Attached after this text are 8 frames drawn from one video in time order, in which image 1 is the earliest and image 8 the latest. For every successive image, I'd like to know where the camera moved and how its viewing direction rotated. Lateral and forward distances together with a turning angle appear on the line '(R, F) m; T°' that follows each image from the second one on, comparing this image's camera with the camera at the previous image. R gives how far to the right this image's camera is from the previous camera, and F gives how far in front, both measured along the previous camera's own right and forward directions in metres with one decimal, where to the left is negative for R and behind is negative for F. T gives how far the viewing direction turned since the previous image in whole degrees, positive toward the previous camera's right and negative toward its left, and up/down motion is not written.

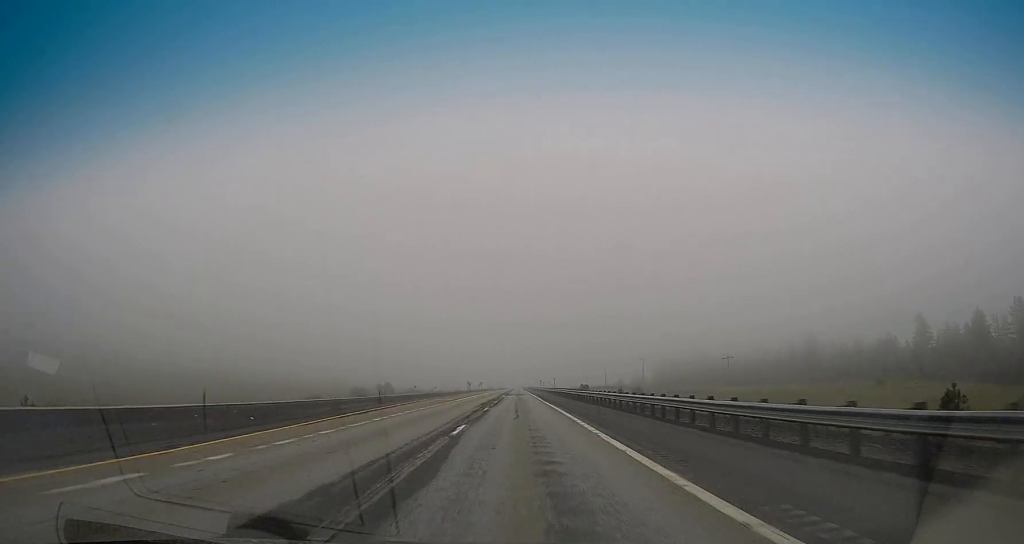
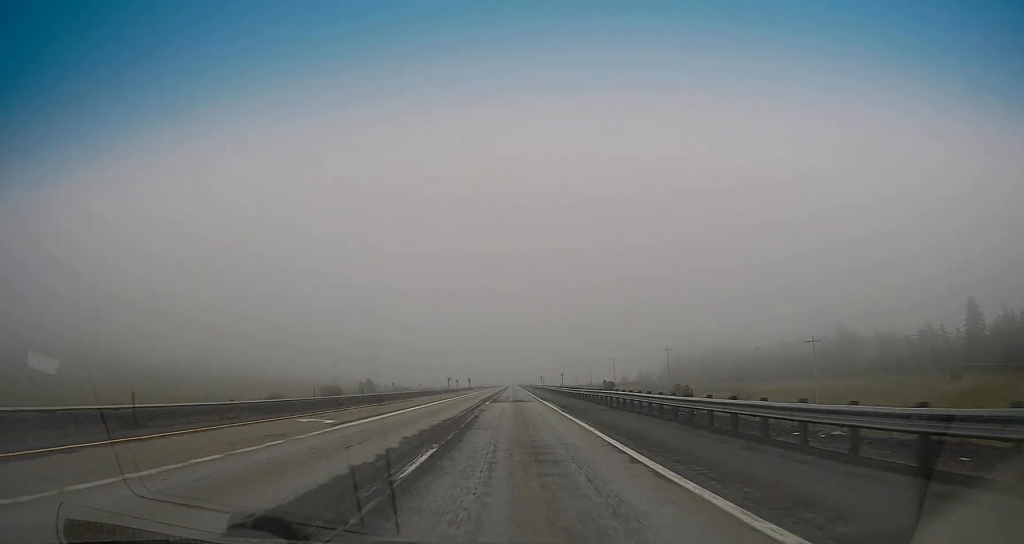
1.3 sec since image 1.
(-0.1, +38.4) m; 0°
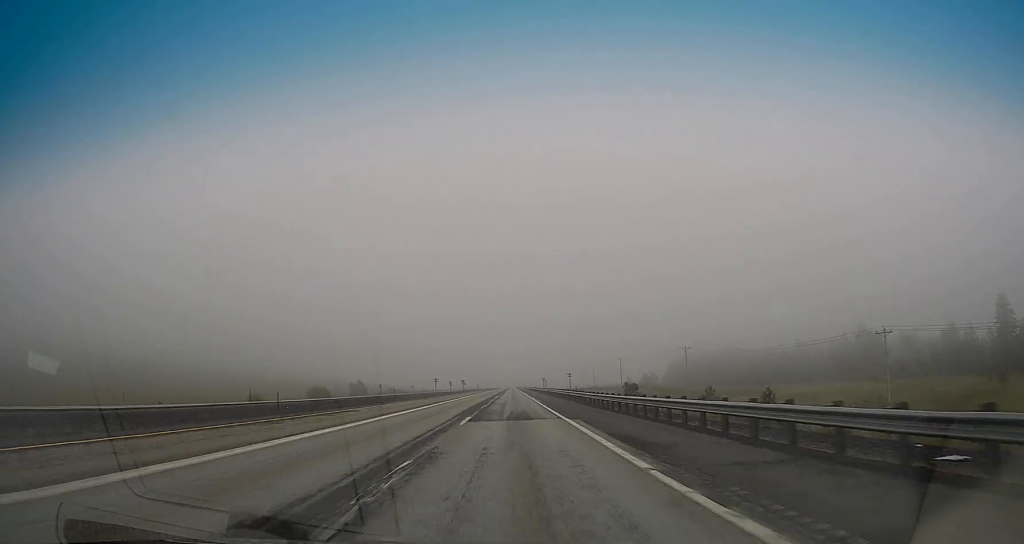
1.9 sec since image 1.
(0.0, +18.7) m; 0°
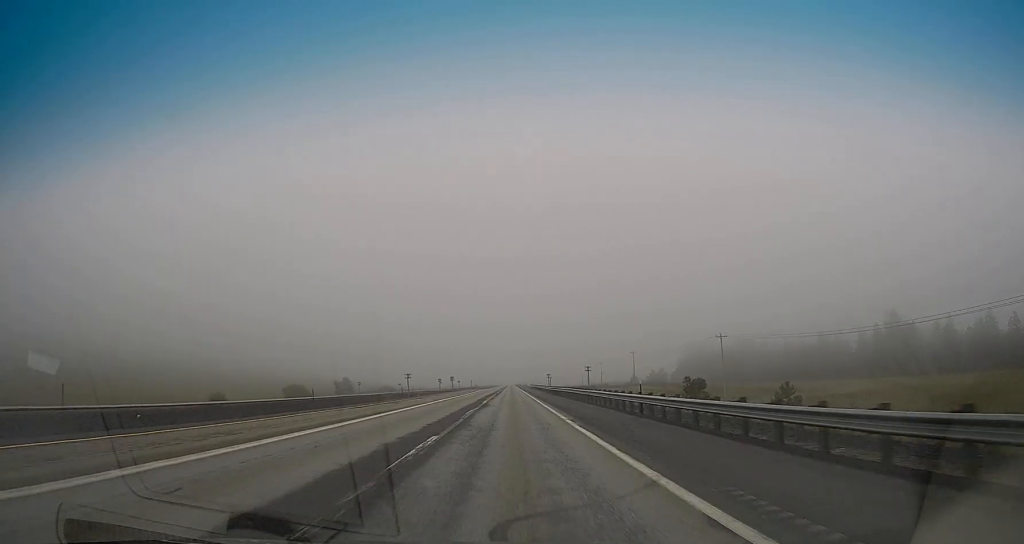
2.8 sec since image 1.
(+0.1, +26.6) m; 0°
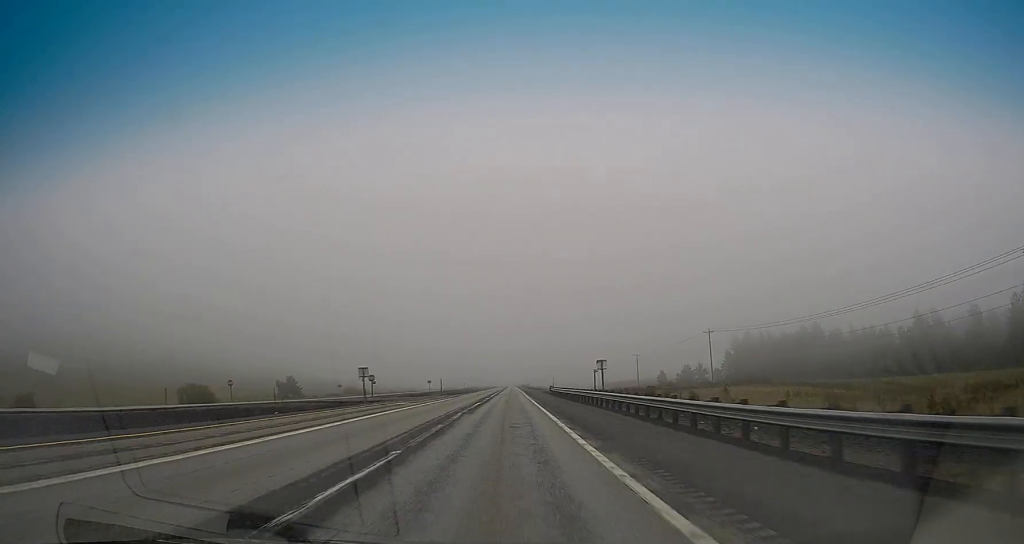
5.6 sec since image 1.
(+0.6, +81.7) m; +1°
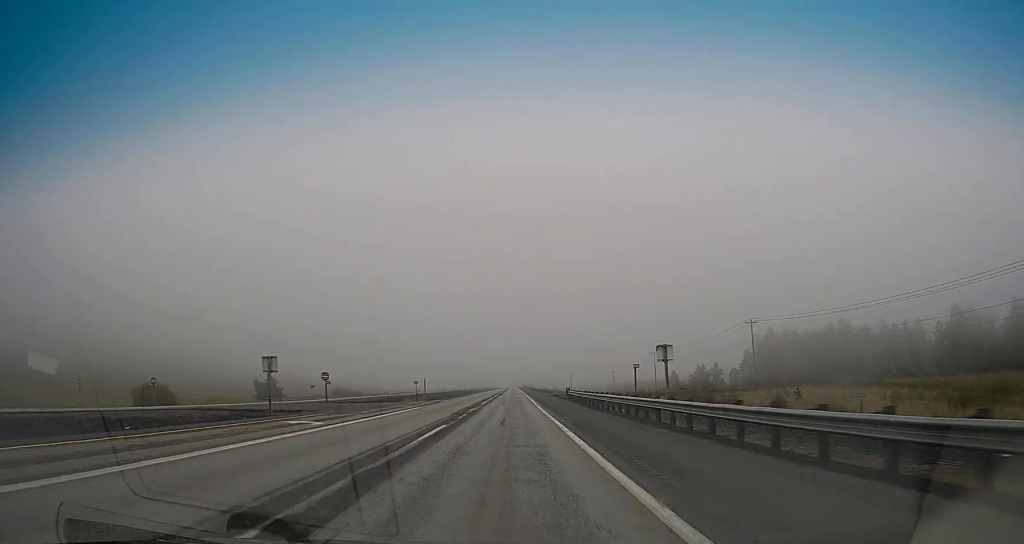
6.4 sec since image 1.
(-0.1, +22.7) m; -1°
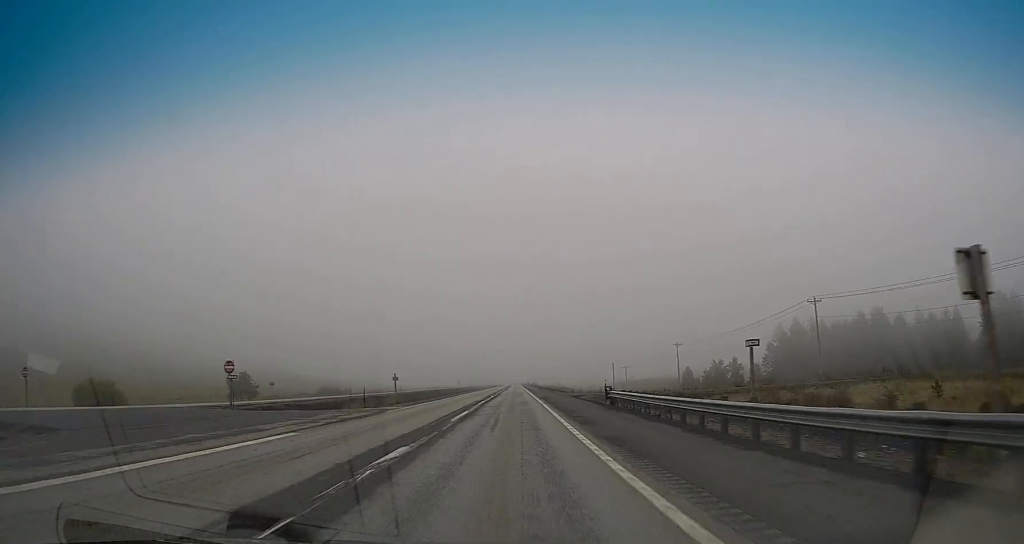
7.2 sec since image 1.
(-0.2, +23.6) m; 0°
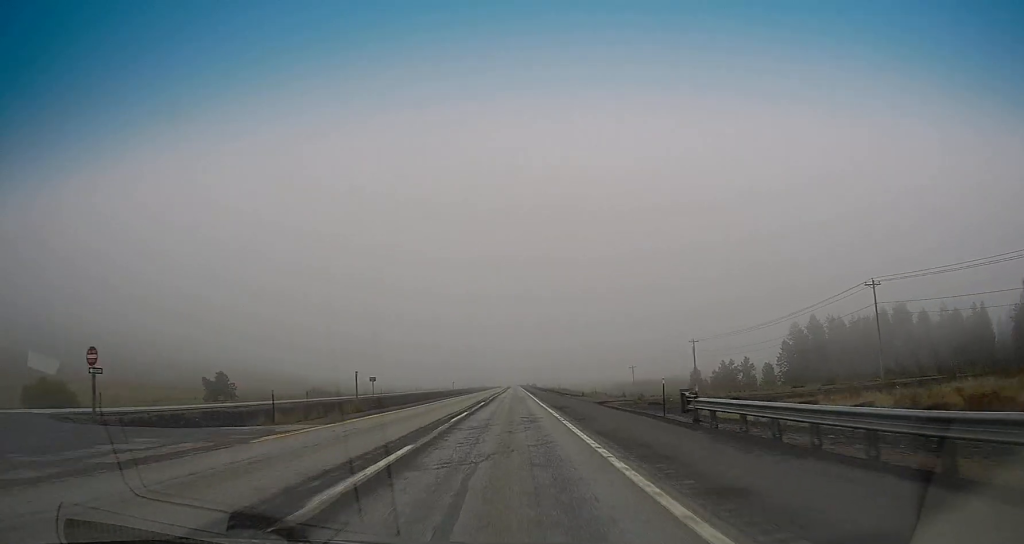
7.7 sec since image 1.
(0.0, +15.7) m; 0°
